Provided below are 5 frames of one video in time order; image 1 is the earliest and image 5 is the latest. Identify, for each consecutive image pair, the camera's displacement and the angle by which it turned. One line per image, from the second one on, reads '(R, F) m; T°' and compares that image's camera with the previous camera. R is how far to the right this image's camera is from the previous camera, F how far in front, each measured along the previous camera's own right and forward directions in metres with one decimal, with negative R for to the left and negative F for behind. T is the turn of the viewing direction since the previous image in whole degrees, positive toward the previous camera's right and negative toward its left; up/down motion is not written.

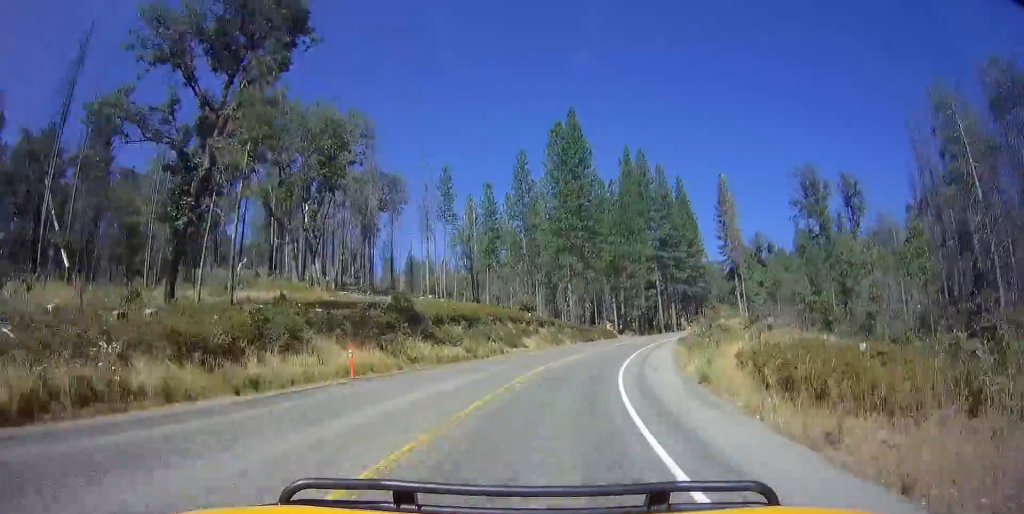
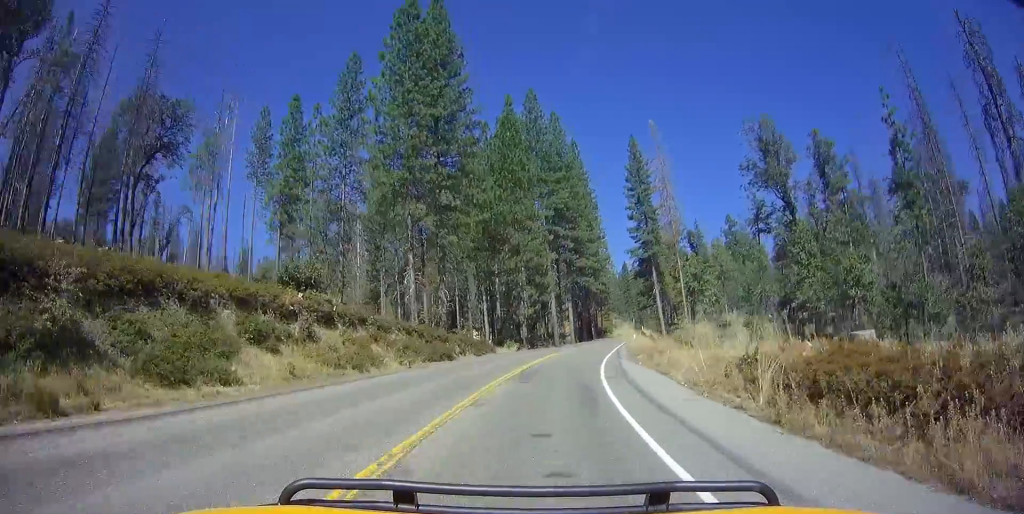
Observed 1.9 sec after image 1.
(+4.1, +33.6) m; +11°
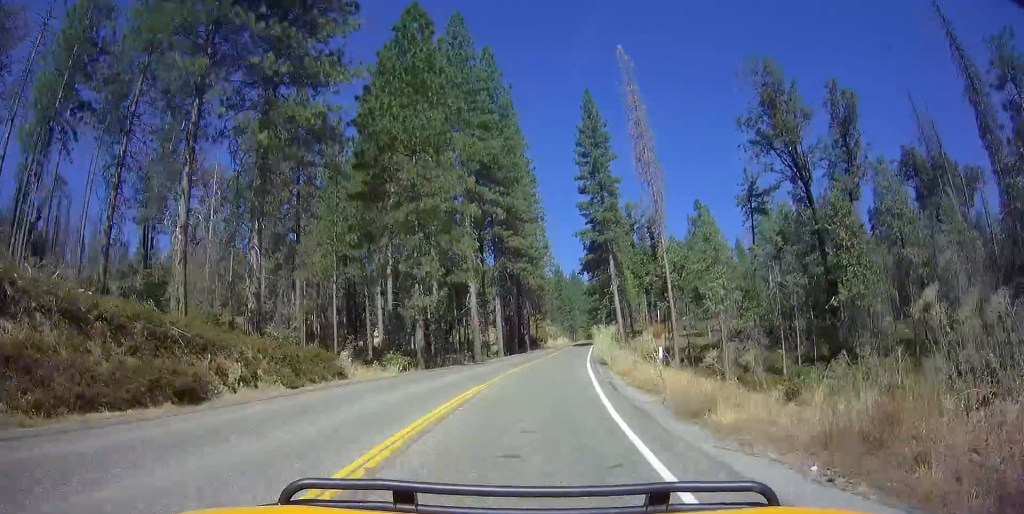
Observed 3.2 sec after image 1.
(+1.3, +22.5) m; +8°
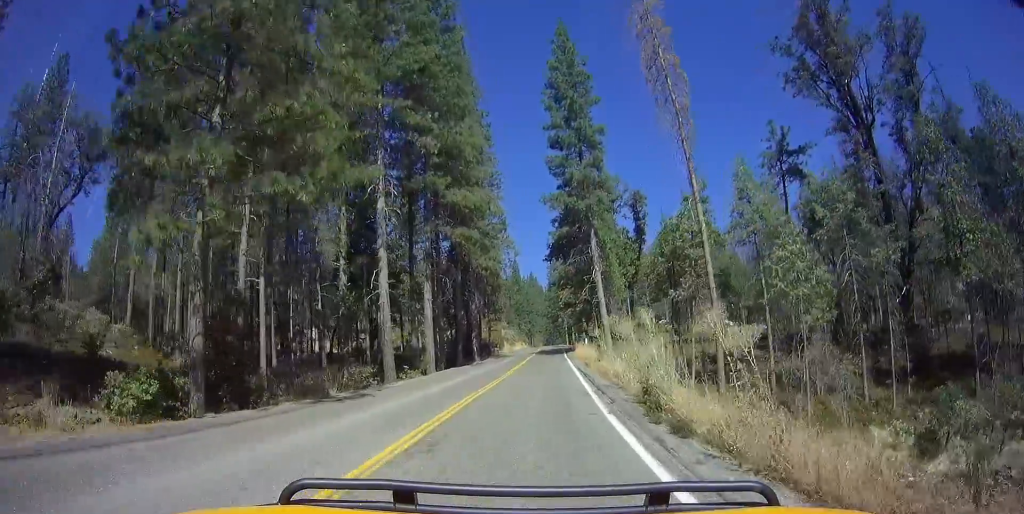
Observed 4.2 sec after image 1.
(+1.0, +18.5) m; +2°
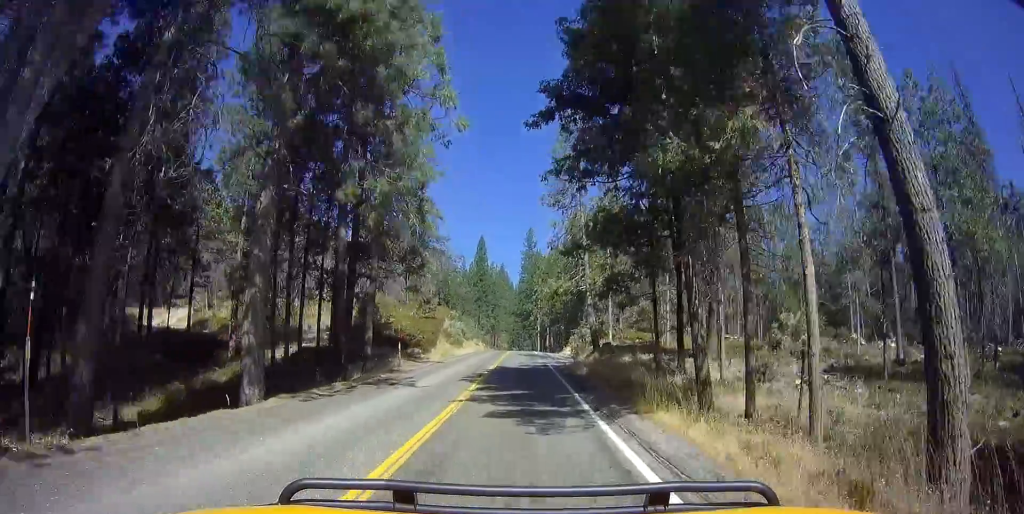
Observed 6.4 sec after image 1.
(+0.8, +41.0) m; +3°
